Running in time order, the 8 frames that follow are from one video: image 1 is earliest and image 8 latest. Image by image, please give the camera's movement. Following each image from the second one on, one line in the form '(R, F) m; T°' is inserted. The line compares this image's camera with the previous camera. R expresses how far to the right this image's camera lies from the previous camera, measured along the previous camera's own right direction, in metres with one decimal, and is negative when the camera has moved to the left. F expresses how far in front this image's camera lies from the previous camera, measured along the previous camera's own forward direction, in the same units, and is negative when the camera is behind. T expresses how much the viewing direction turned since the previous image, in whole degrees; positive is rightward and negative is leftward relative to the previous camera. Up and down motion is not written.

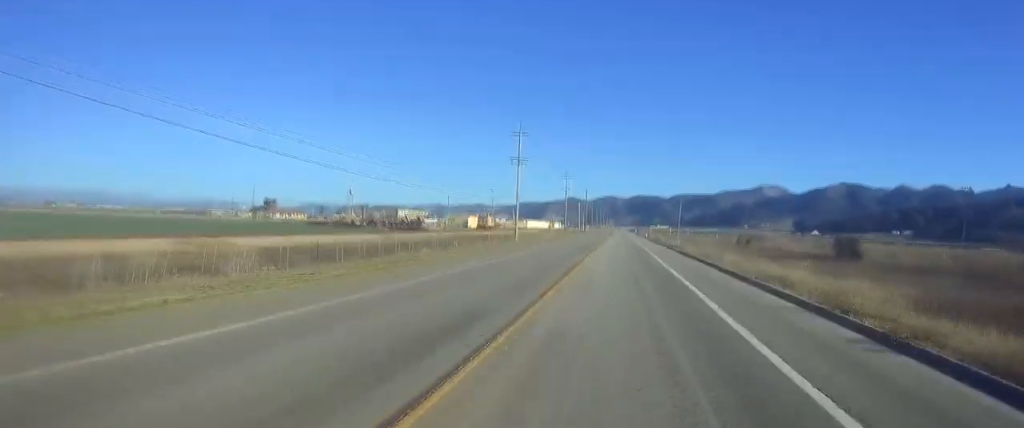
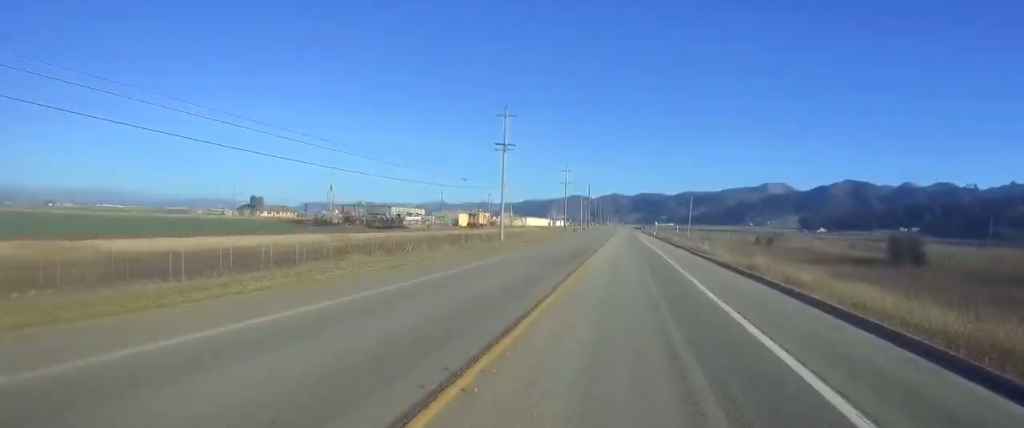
(-0.4, +16.9) m; -1°
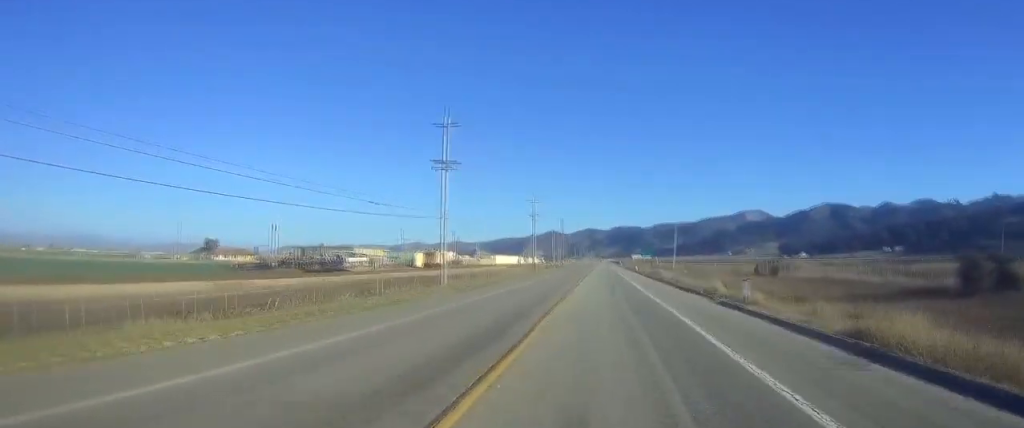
(-0.3, +19.4) m; 0°
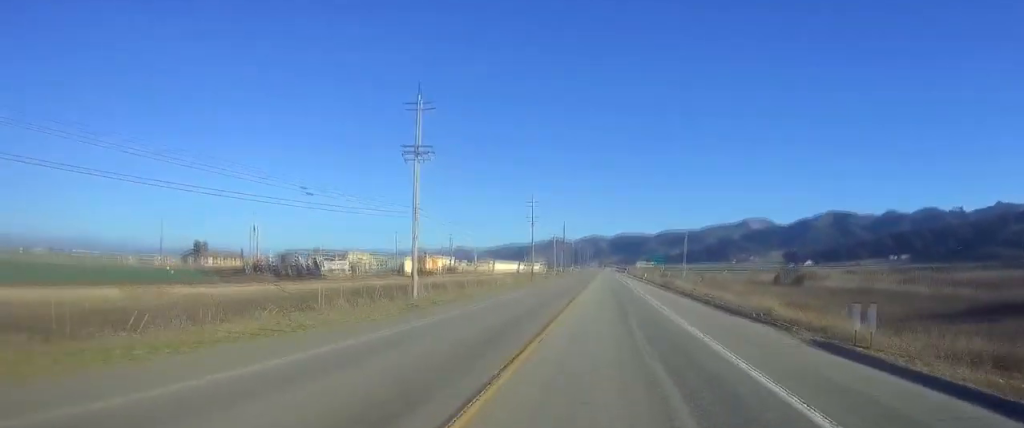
(-0.3, +11.9) m; 0°
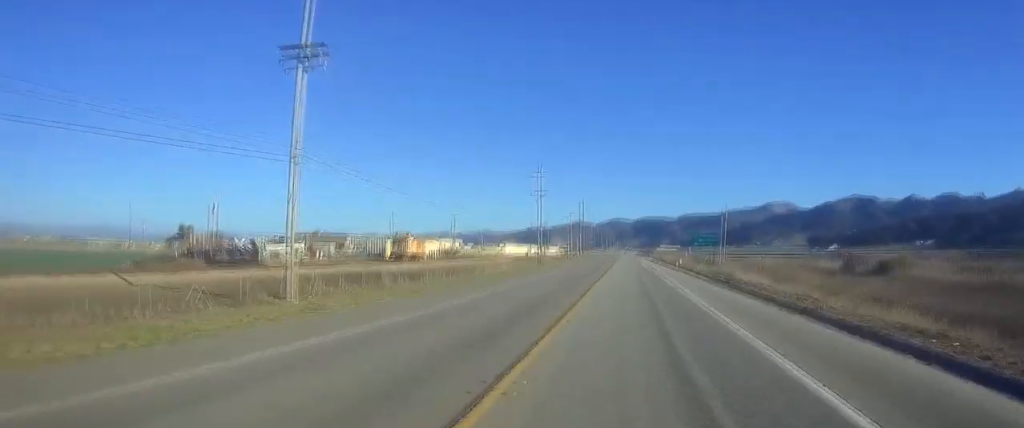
(+0.8, +25.6) m; +2°
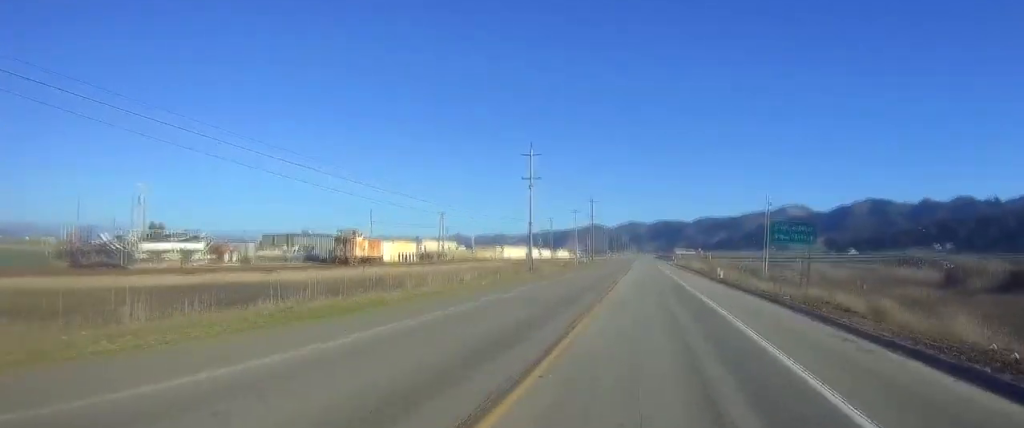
(+0.1, +27.5) m; 0°
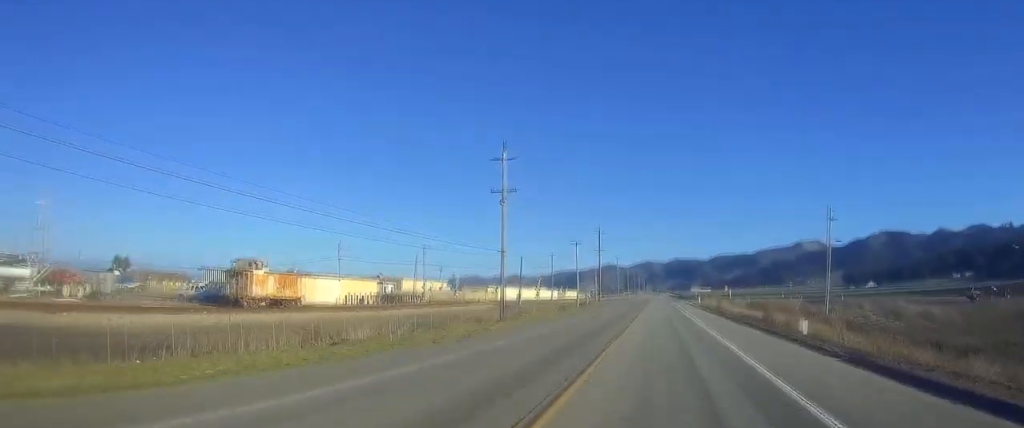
(-0.1, +26.5) m; -1°
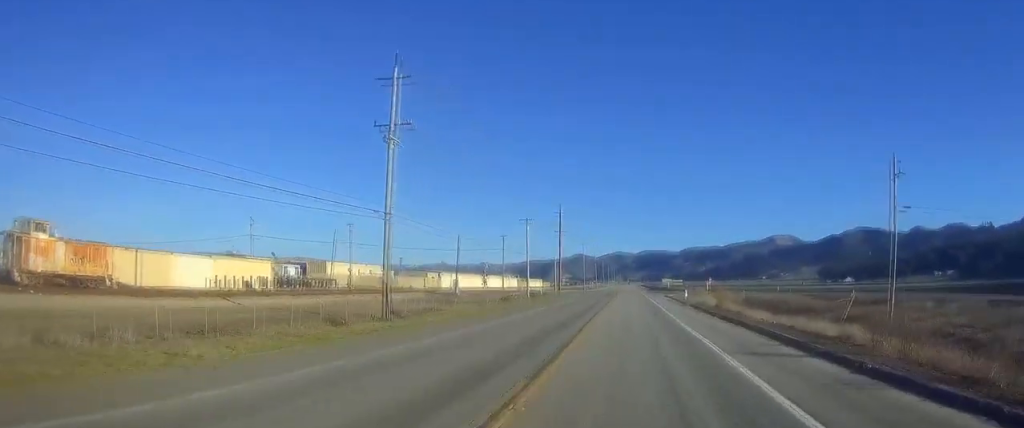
(-0.3, +24.3) m; -1°
